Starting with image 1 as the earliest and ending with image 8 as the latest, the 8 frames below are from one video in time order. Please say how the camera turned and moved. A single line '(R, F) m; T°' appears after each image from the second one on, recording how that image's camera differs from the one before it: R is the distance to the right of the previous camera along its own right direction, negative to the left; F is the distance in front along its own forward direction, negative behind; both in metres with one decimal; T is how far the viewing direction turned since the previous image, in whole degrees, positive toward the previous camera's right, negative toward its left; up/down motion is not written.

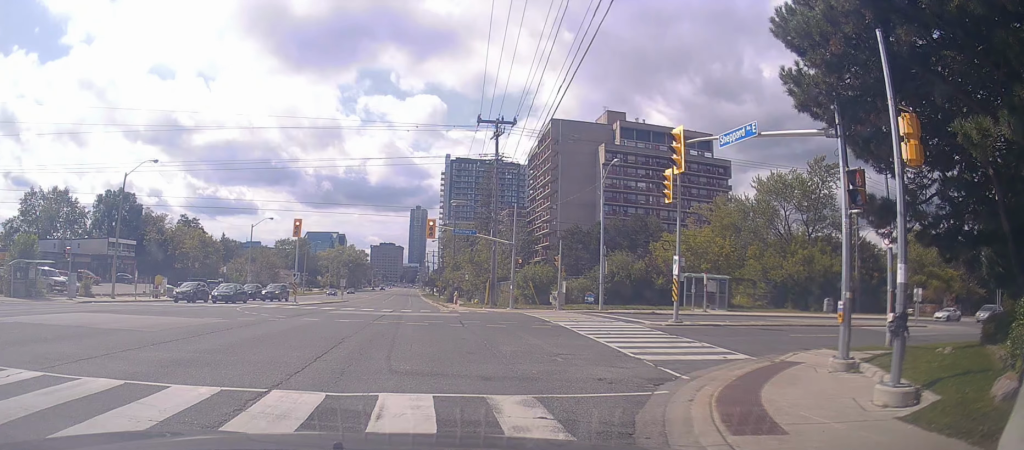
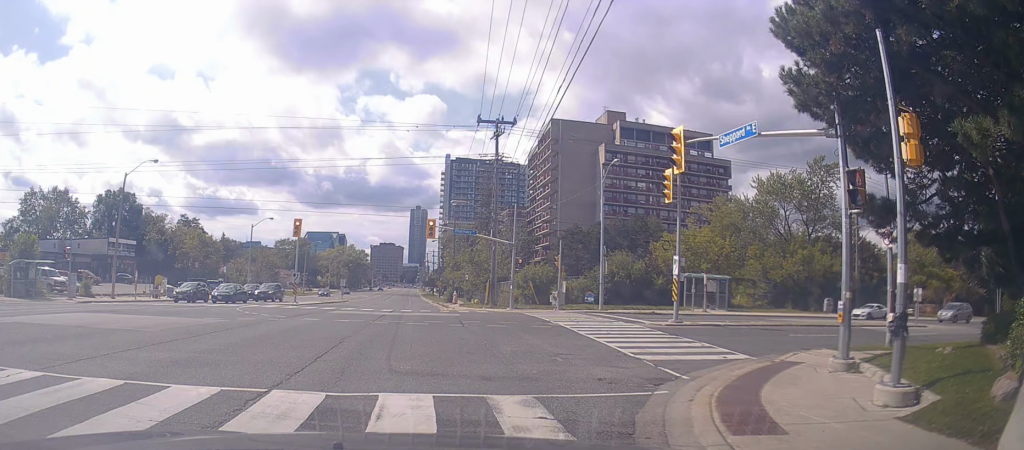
(0.0, 0.0) m; 0°
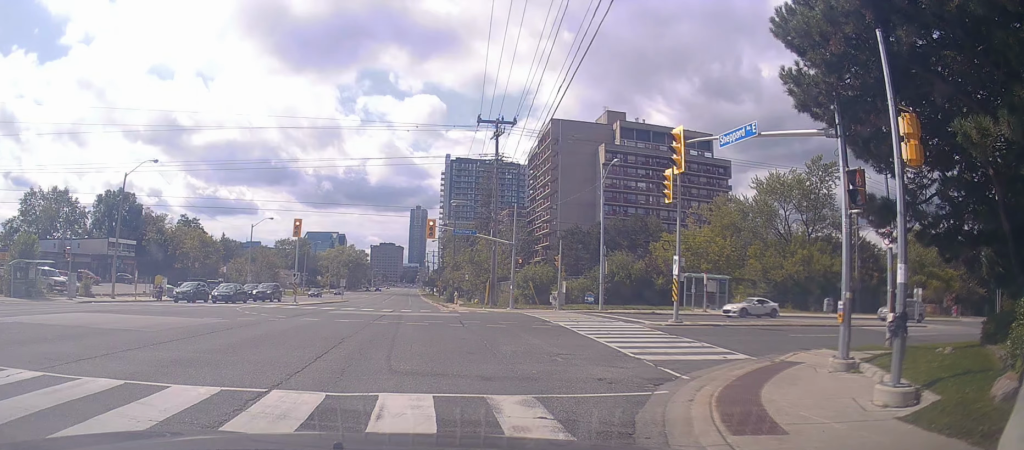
(0.0, 0.0) m; 0°
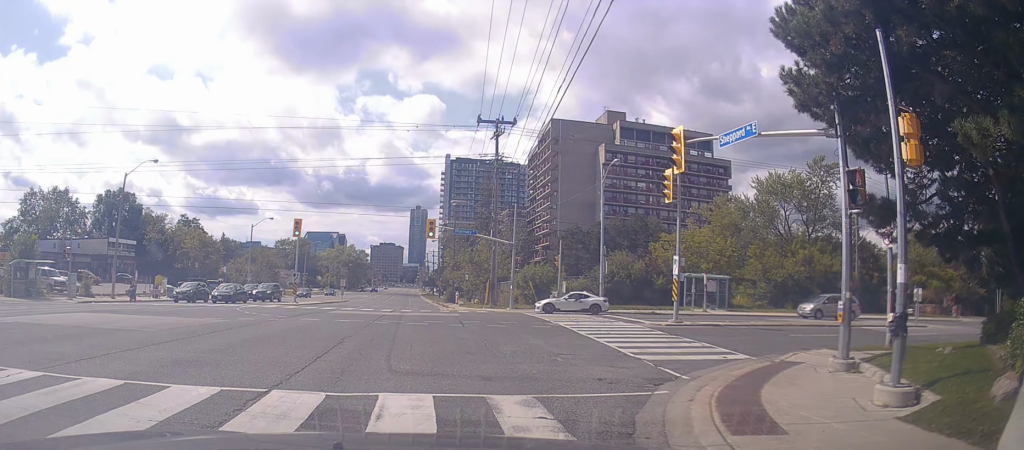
(0.0, 0.0) m; 0°
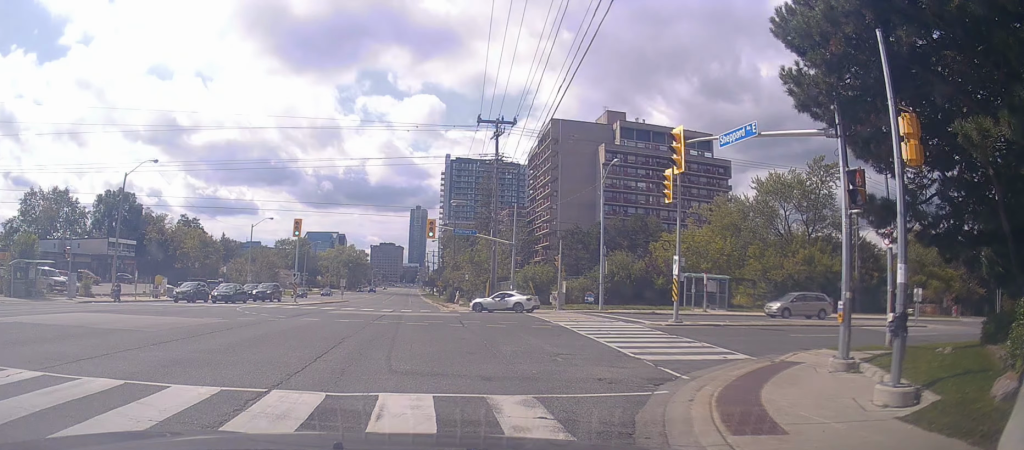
(0.0, 0.0) m; 0°
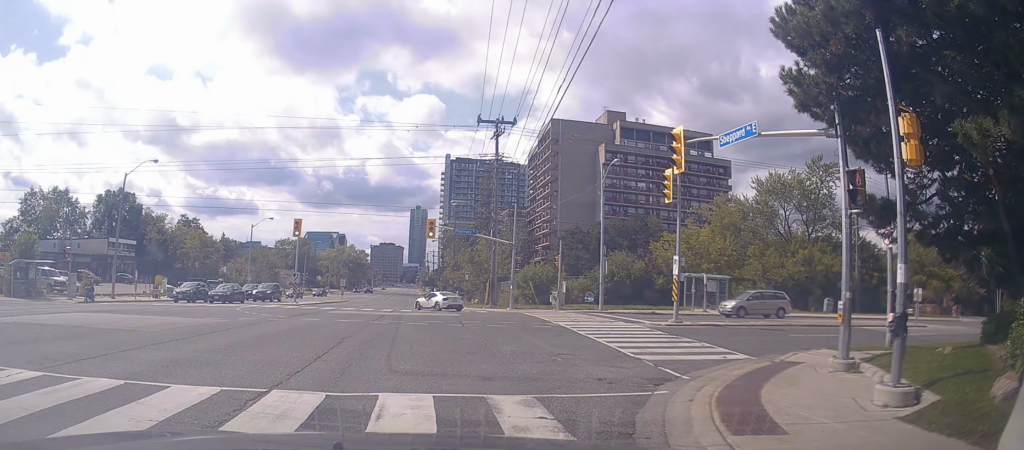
(0.0, 0.0) m; 0°
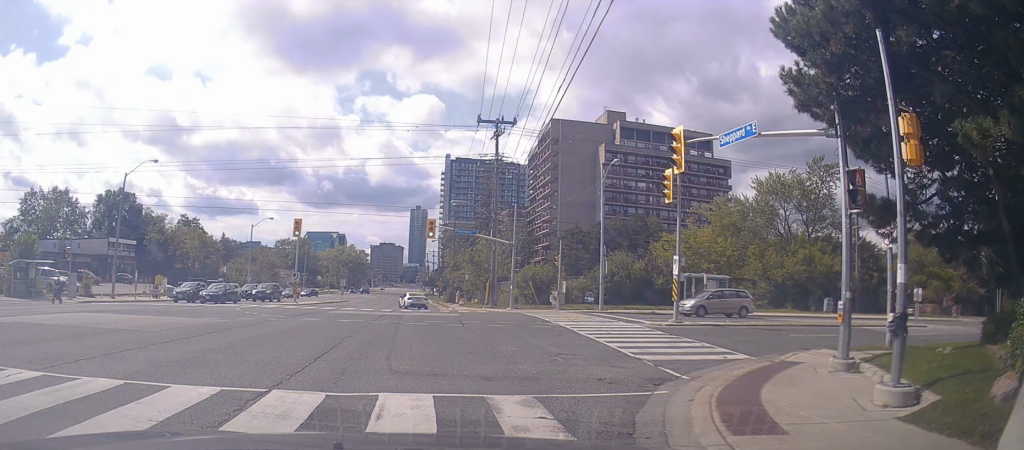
(0.0, 0.0) m; 0°
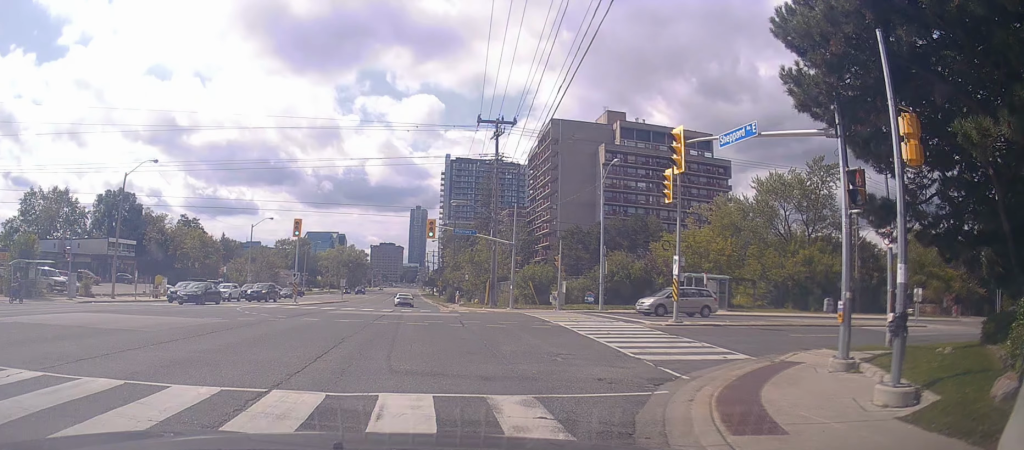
(0.0, 0.0) m; 0°
